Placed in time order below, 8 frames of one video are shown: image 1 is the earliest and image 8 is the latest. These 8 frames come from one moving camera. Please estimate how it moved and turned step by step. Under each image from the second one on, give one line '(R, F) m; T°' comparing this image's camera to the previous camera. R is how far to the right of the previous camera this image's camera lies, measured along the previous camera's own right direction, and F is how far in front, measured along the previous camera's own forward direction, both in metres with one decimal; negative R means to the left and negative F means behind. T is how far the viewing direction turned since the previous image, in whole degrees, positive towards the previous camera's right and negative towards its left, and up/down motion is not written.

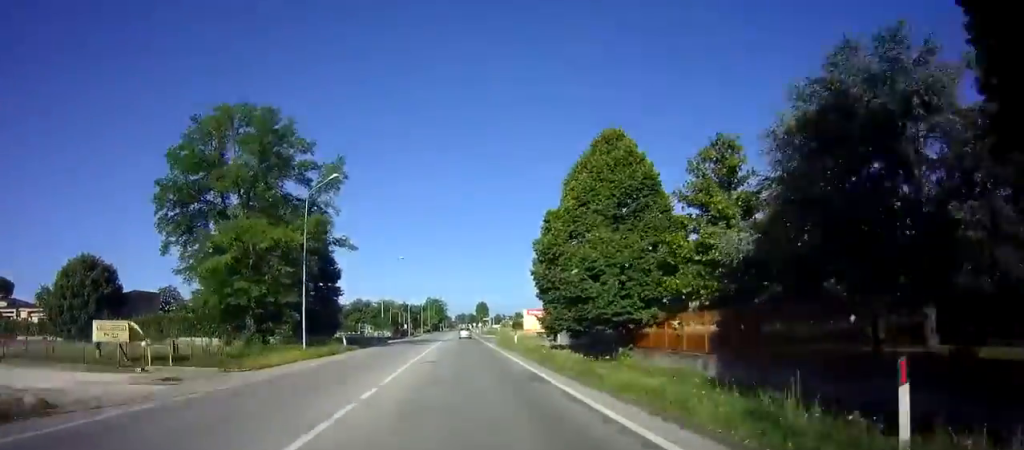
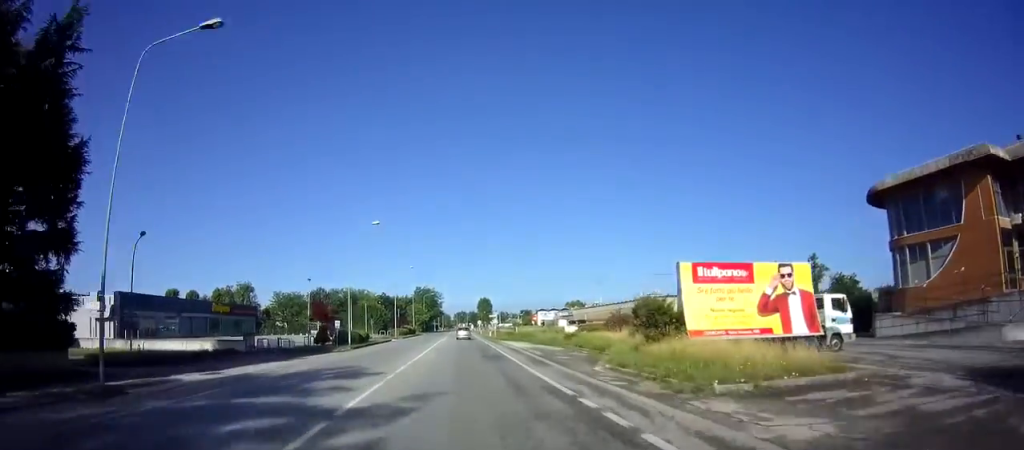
(+0.2, +51.1) m; +1°
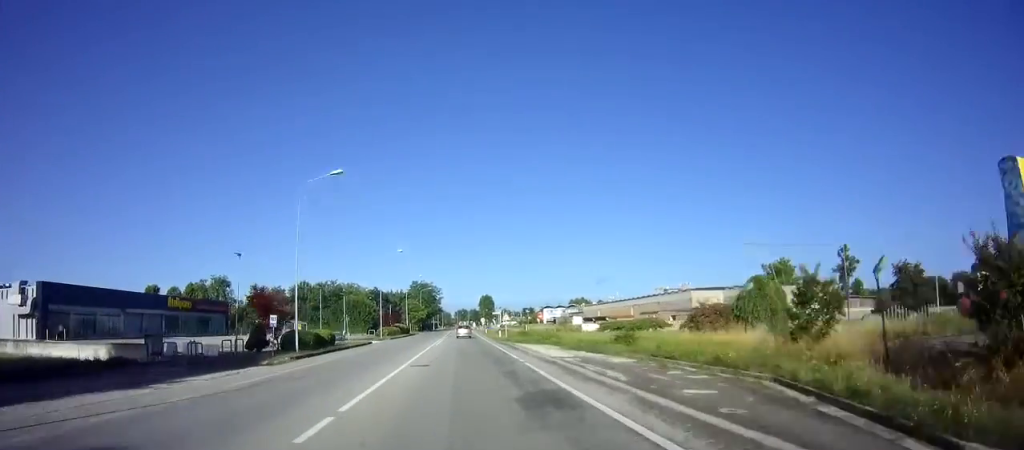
(+0.3, +14.5) m; 0°
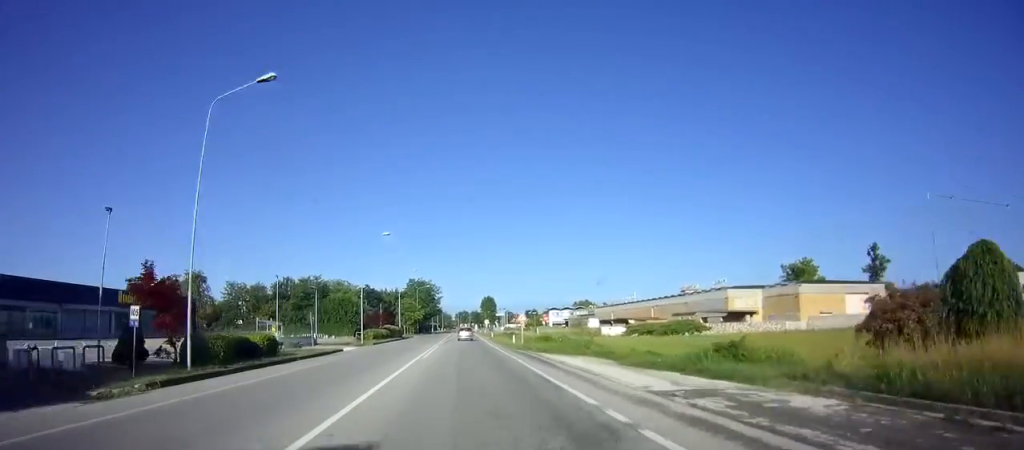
(-0.2, +12.4) m; -1°
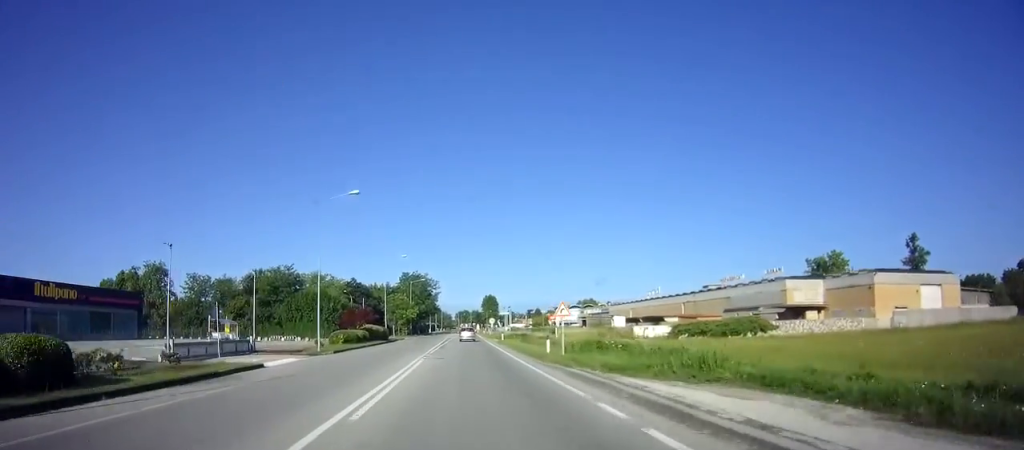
(-0.2, +15.8) m; -1°
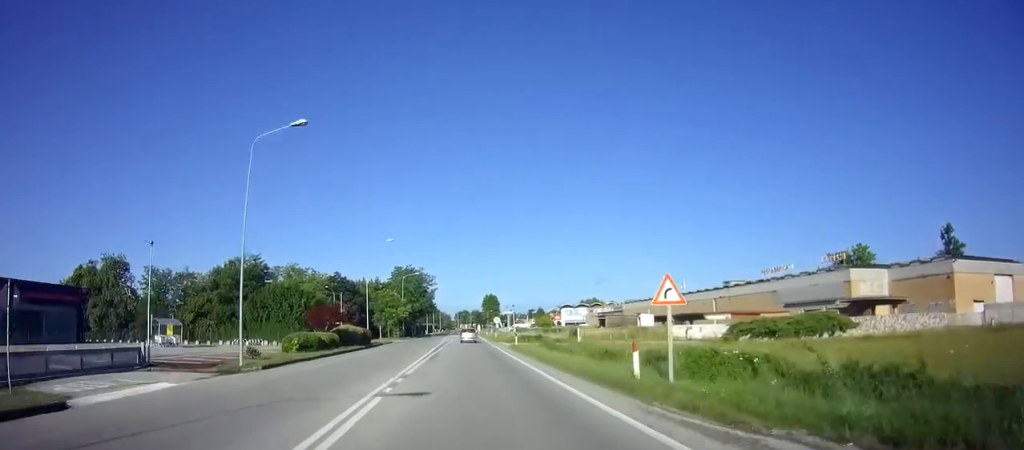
(0.0, +12.3) m; 0°
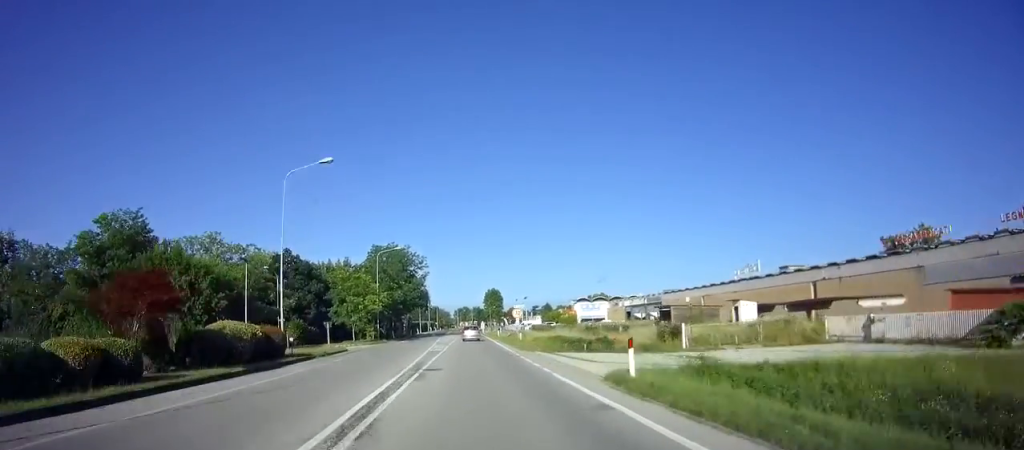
(-0.1, +25.1) m; 0°
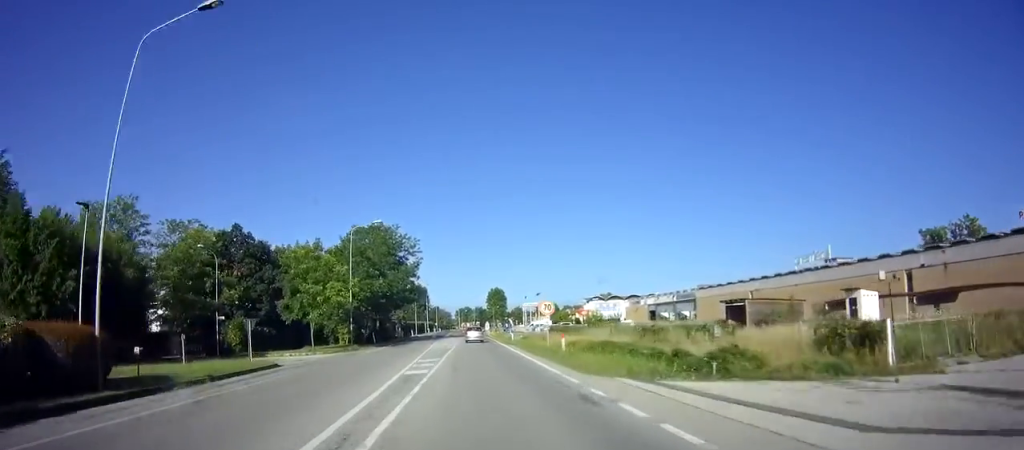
(0.0, +14.8) m; +1°
